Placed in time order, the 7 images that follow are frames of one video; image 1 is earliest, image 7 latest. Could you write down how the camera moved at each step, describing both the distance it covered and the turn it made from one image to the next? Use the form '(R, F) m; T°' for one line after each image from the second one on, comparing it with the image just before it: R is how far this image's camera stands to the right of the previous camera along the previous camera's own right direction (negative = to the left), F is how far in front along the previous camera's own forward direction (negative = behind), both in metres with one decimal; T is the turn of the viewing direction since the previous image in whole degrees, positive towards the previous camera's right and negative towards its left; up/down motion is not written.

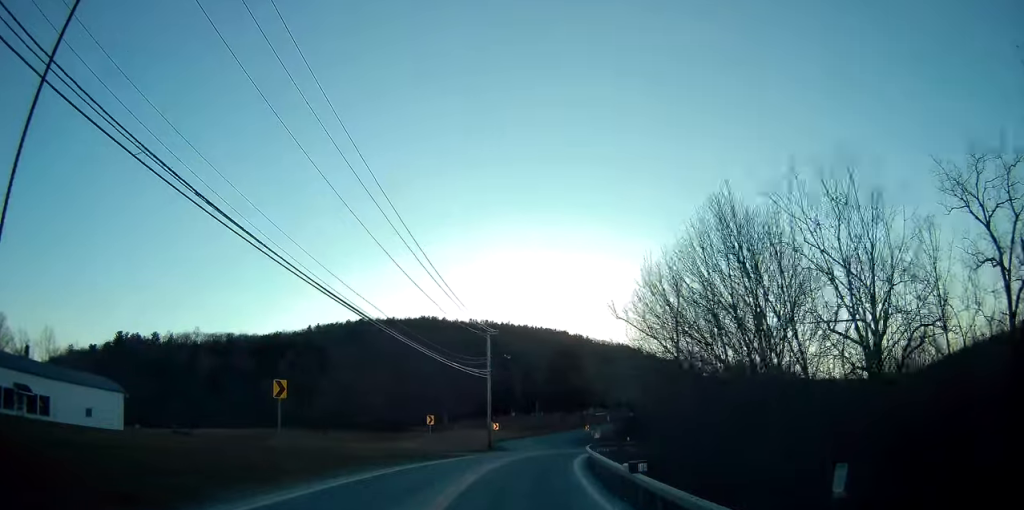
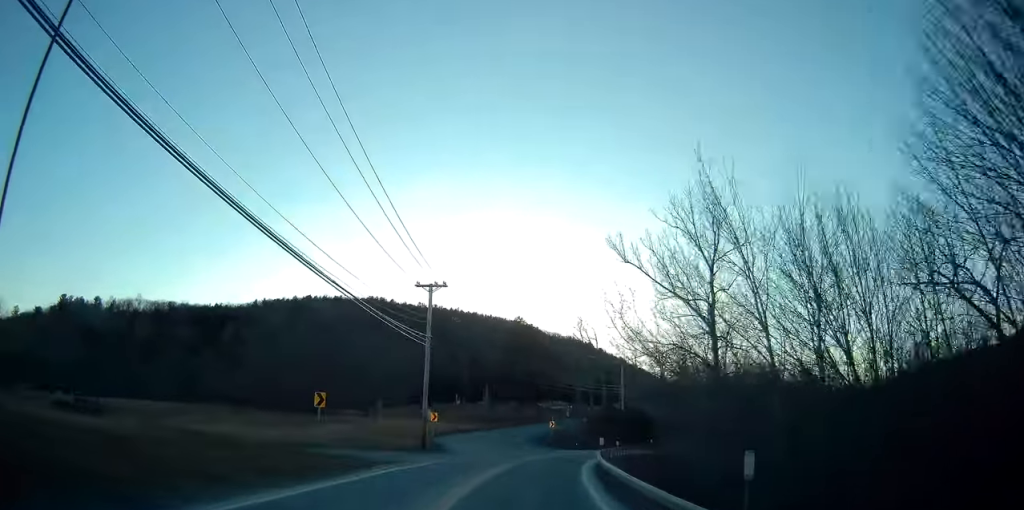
(+0.4, +17.0) m; +5°
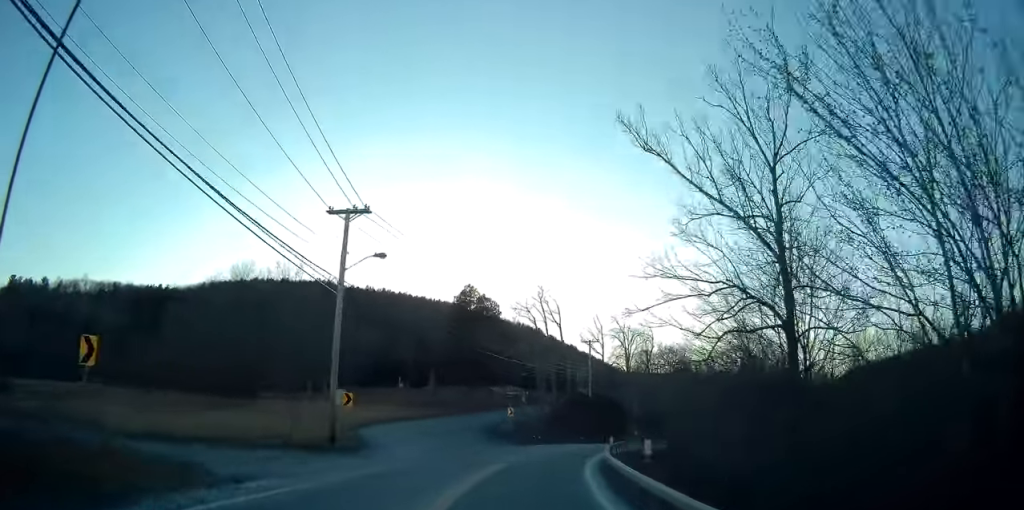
(+0.7, +13.1) m; +5°
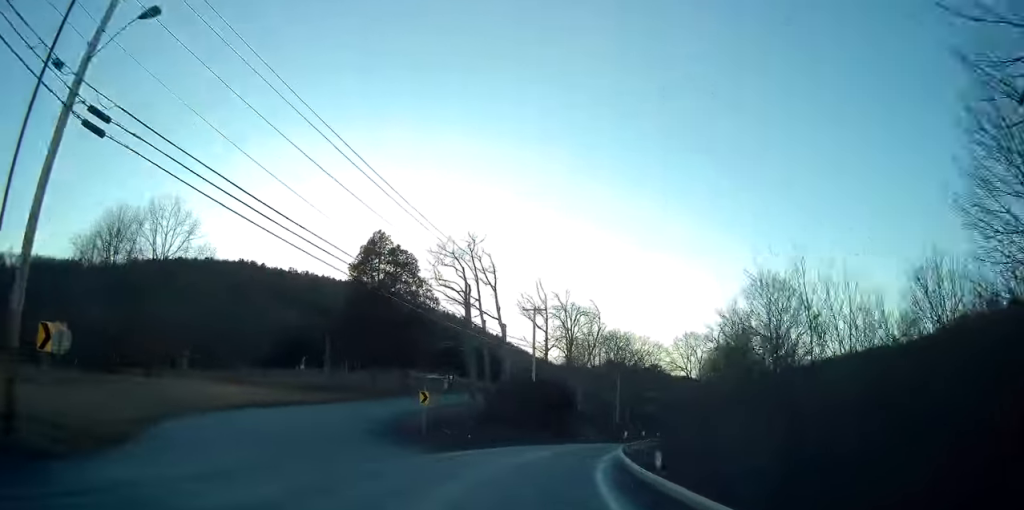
(+1.1, +18.3) m; +8°
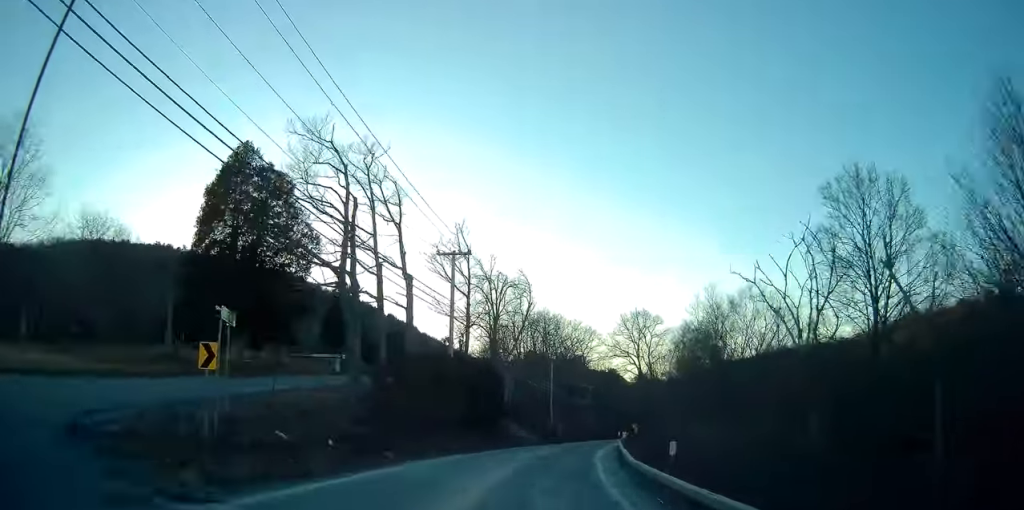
(+1.3, +18.0) m; +8°
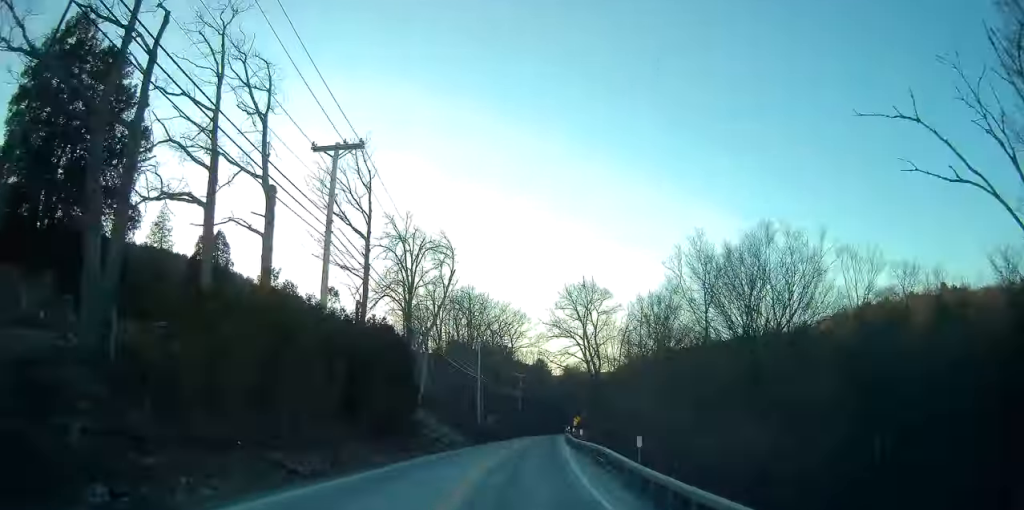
(+0.8, +15.6) m; +7°
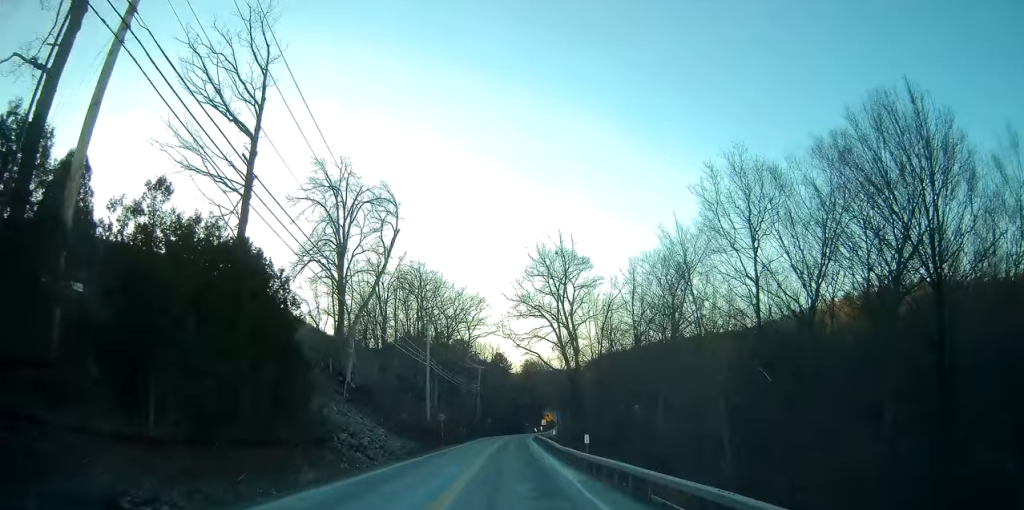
(+1.0, +14.6) m; +4°
